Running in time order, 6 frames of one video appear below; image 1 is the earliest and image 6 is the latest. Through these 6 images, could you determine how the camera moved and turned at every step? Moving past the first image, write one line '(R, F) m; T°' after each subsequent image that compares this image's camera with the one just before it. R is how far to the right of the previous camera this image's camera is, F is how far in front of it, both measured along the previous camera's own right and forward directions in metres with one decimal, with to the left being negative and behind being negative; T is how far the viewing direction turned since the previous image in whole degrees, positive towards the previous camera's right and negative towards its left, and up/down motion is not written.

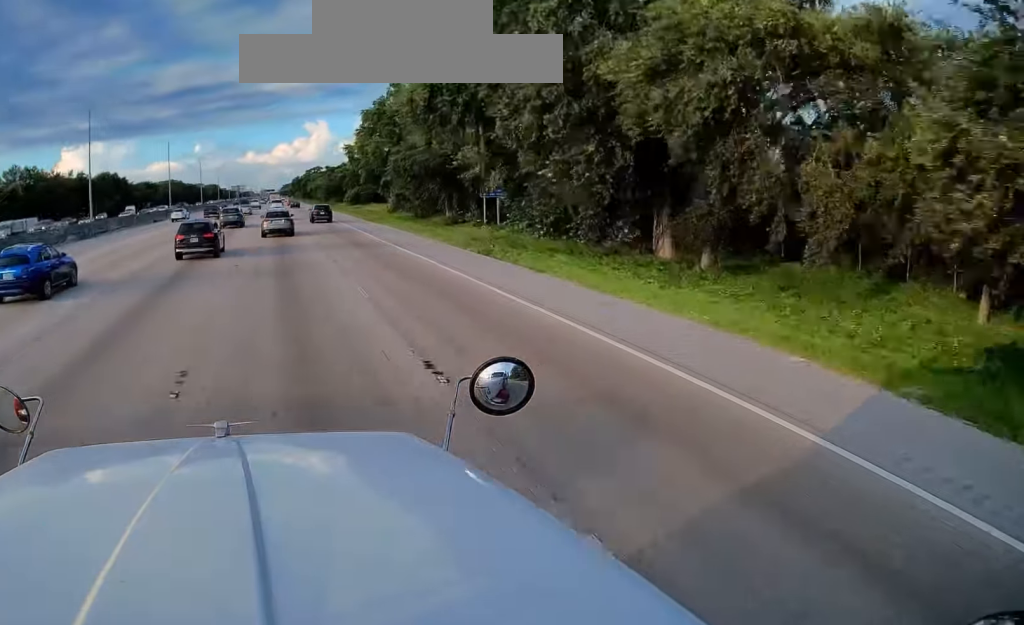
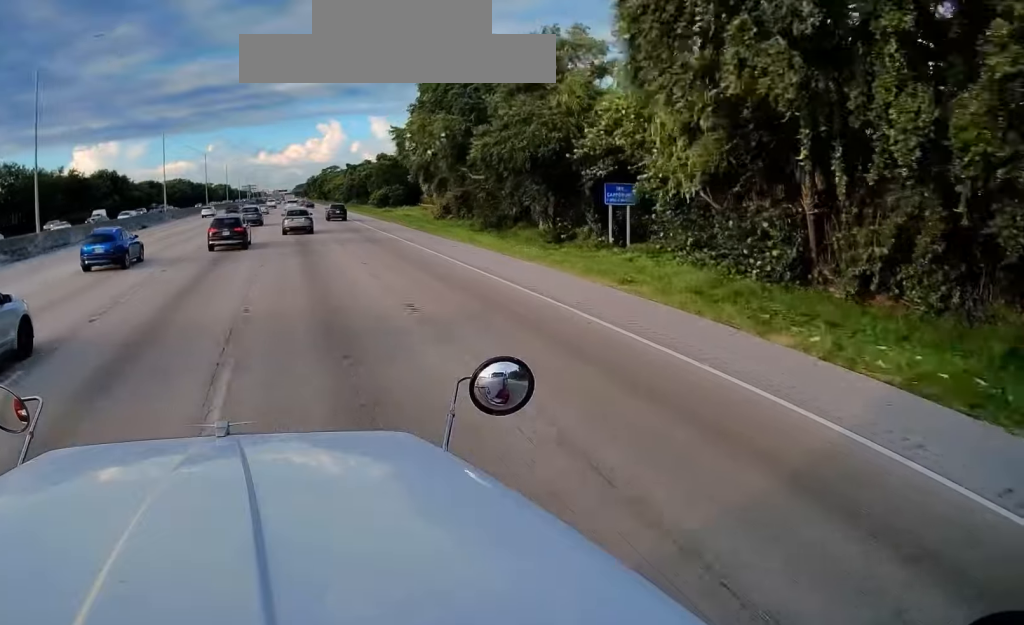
(0.0, +22.4) m; 0°
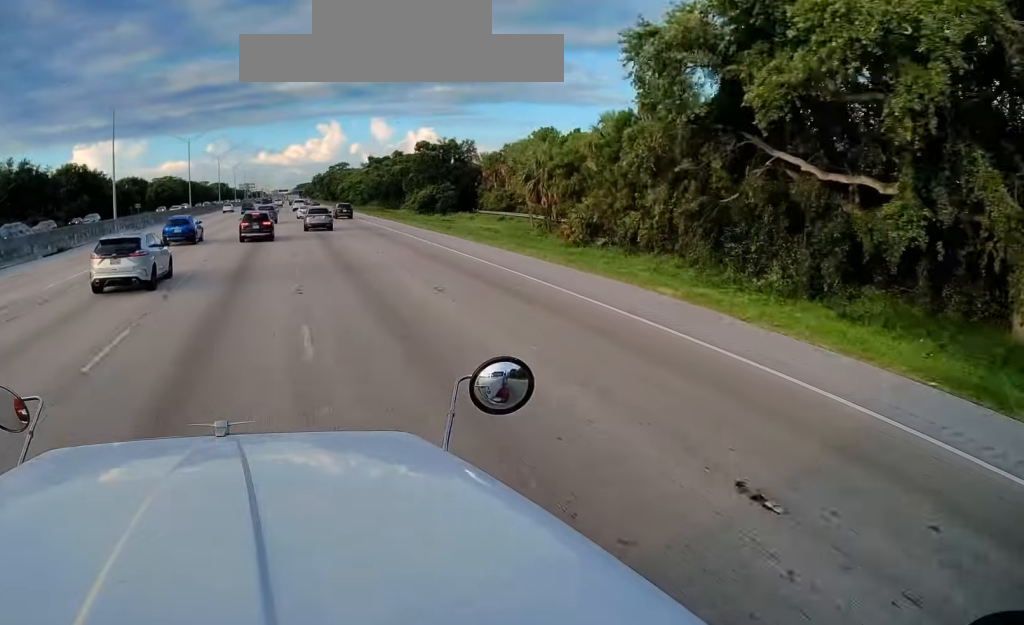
(0.0, +36.0) m; 0°
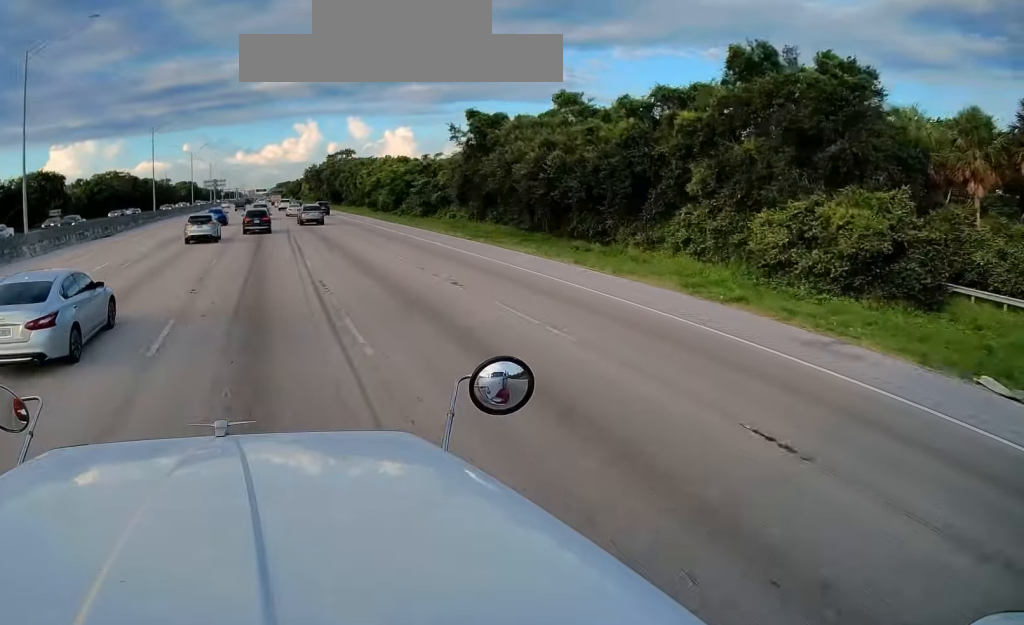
(-0.2, +82.1) m; +1°
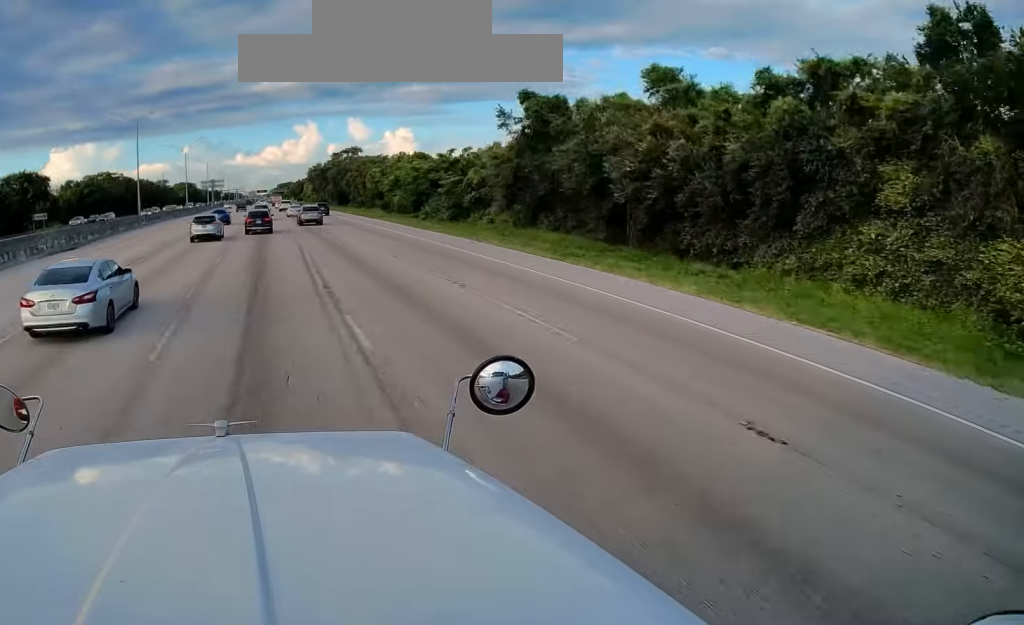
(+0.1, +12.4) m; 0°
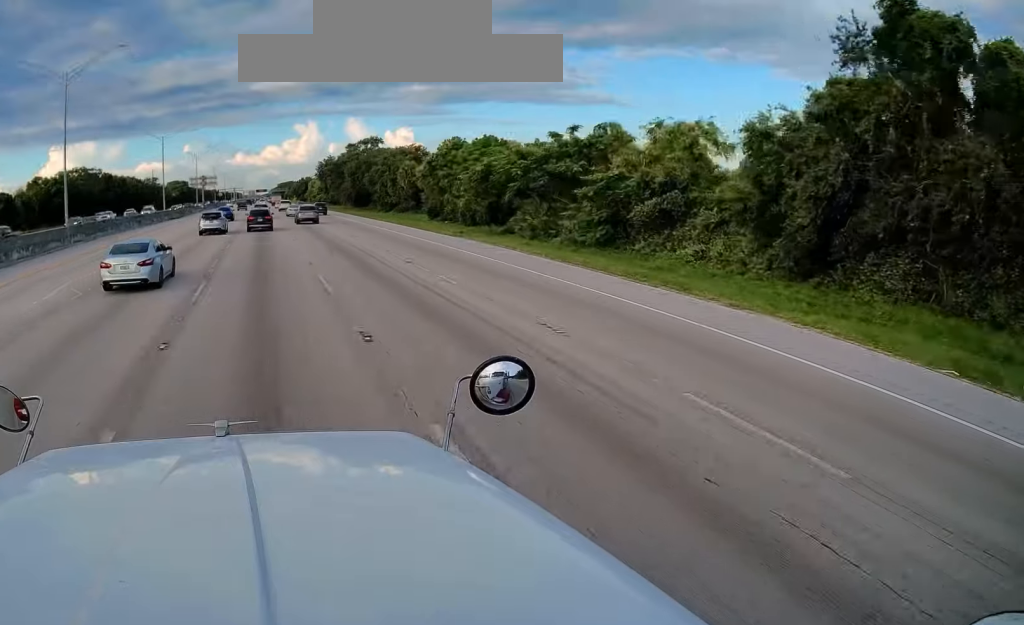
(+0.2, +34.1) m; 0°
